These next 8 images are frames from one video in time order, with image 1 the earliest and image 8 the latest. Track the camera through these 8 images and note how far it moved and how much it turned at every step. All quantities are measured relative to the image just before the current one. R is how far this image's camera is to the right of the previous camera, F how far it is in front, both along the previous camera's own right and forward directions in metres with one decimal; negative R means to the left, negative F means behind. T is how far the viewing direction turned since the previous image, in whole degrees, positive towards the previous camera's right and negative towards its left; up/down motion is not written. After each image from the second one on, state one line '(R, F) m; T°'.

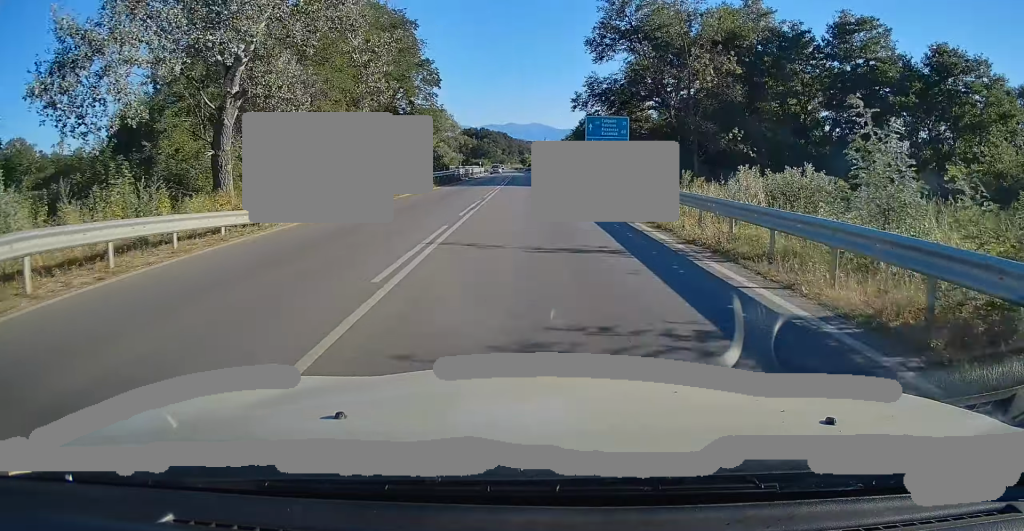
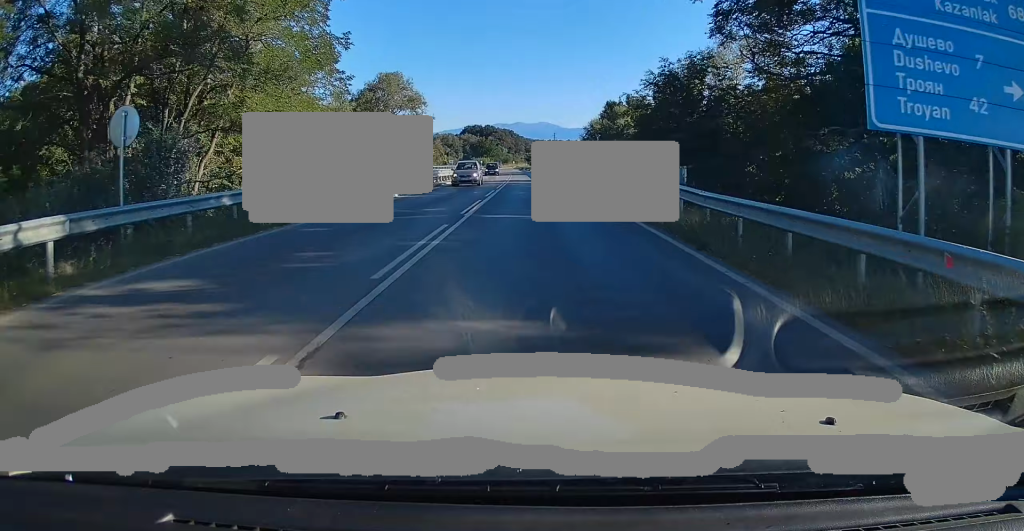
(0.0, +34.5) m; -1°
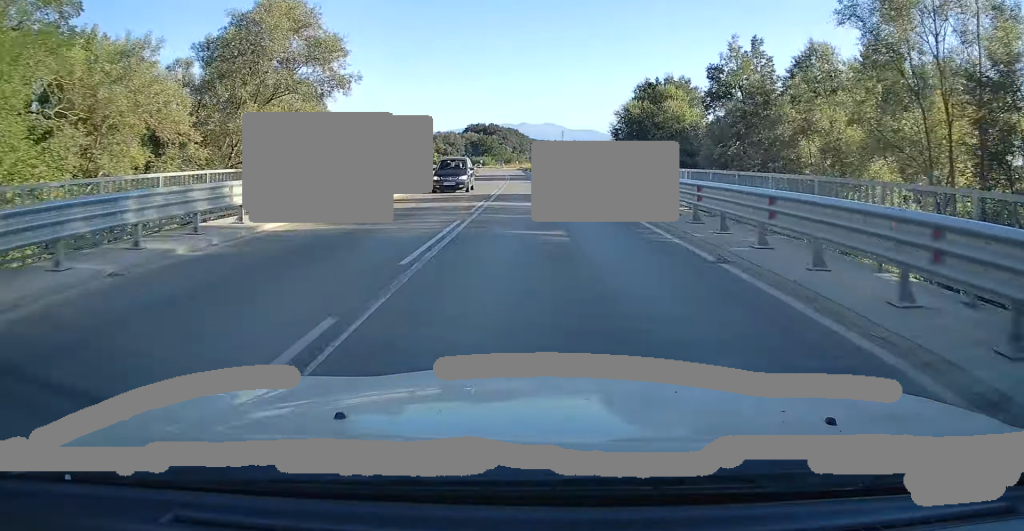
(-0.2, +25.0) m; -1°
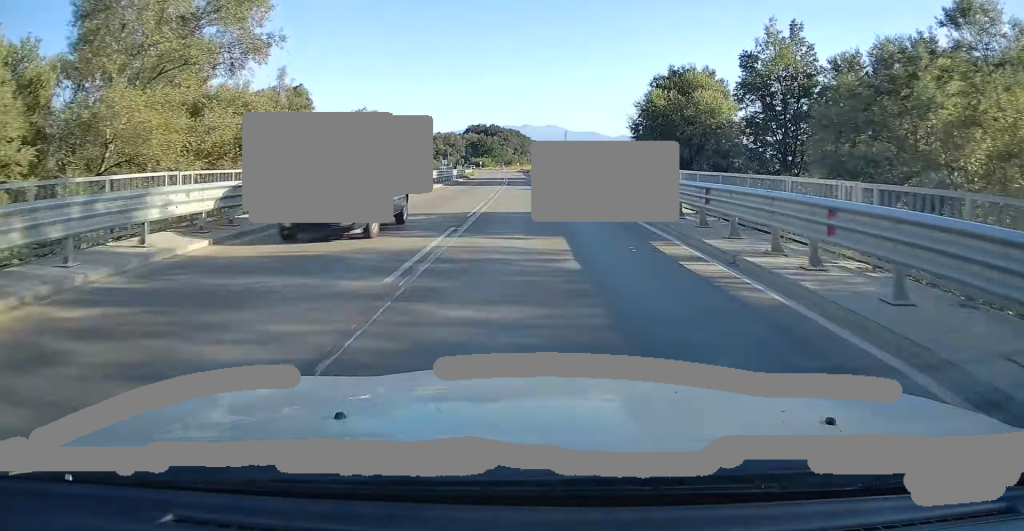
(0.0, +9.7) m; 0°
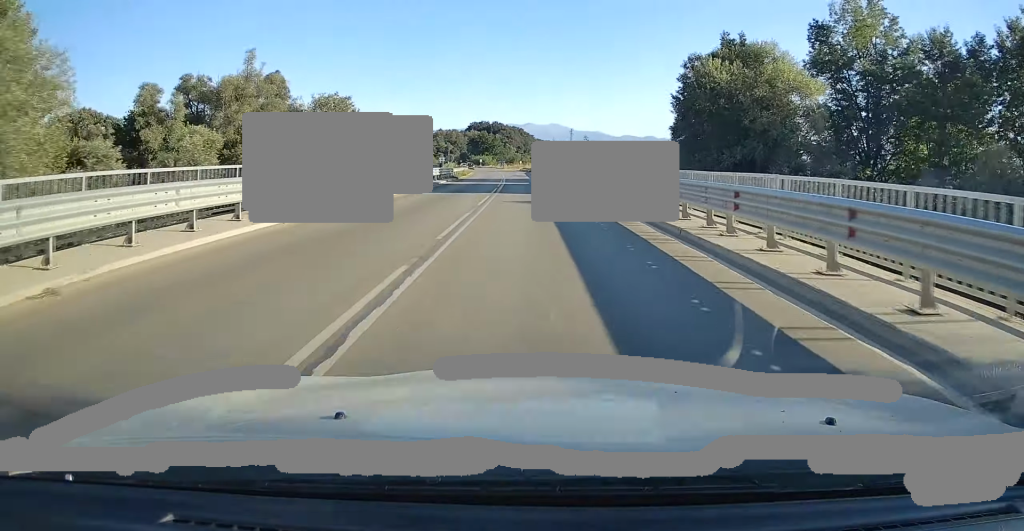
(0.0, +13.5) m; 0°
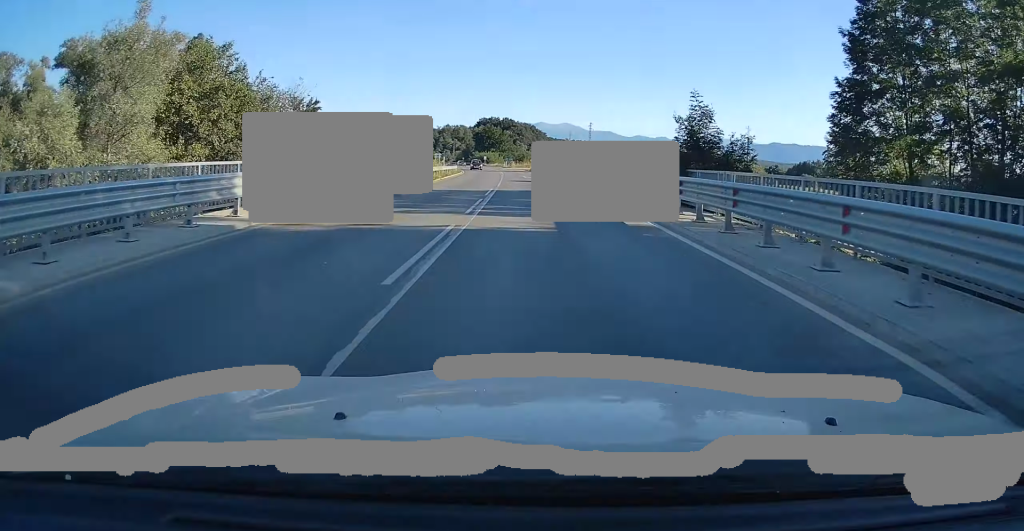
(0.0, +30.2) m; -1°
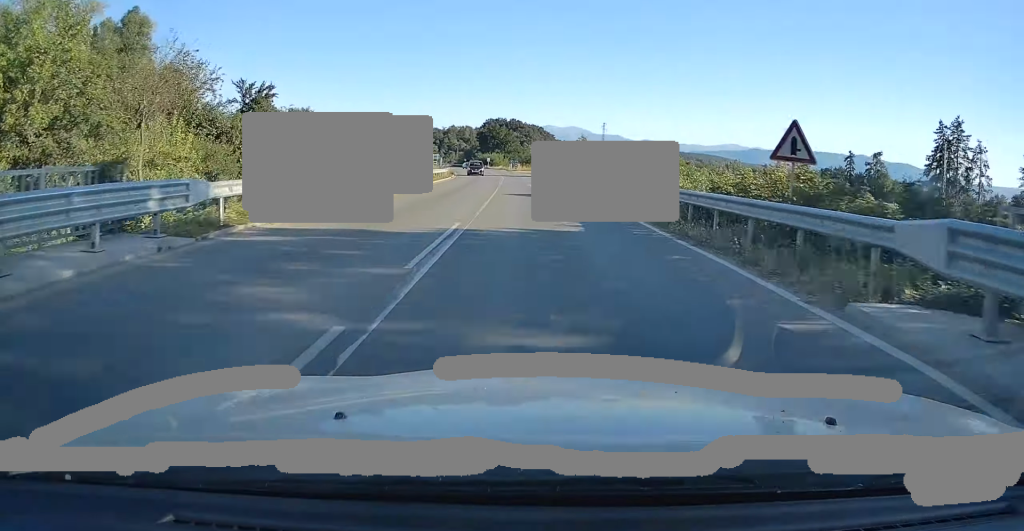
(-0.2, +16.7) m; -1°
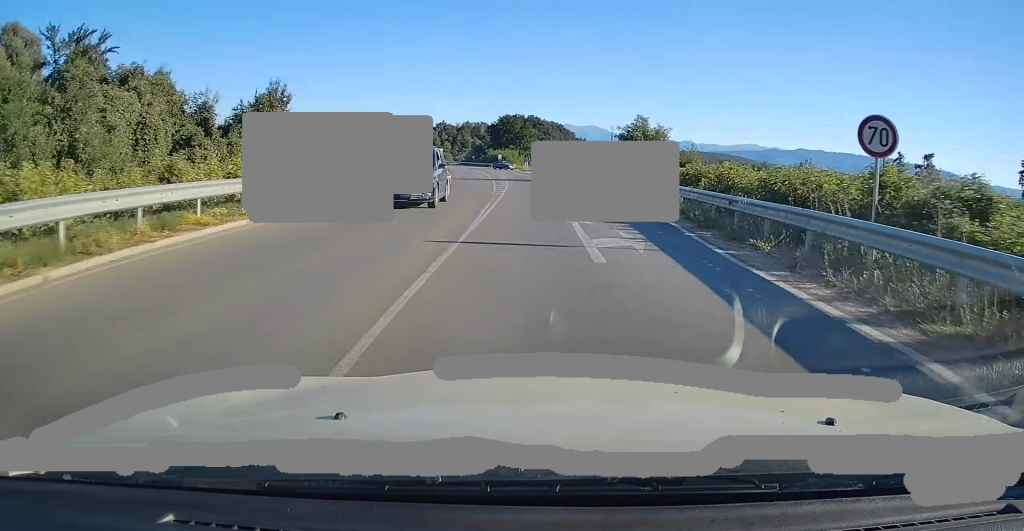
(-0.3, +29.6) m; -1°
